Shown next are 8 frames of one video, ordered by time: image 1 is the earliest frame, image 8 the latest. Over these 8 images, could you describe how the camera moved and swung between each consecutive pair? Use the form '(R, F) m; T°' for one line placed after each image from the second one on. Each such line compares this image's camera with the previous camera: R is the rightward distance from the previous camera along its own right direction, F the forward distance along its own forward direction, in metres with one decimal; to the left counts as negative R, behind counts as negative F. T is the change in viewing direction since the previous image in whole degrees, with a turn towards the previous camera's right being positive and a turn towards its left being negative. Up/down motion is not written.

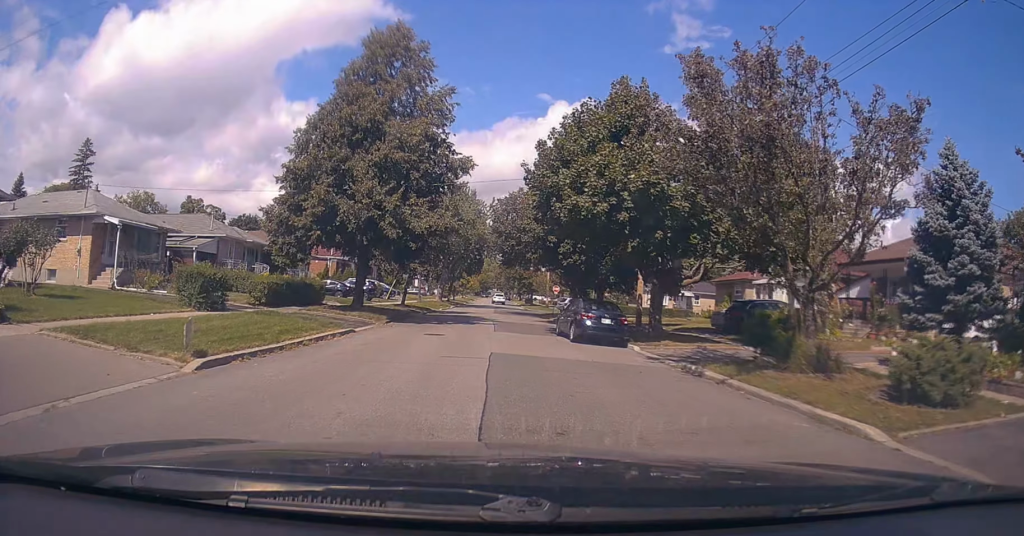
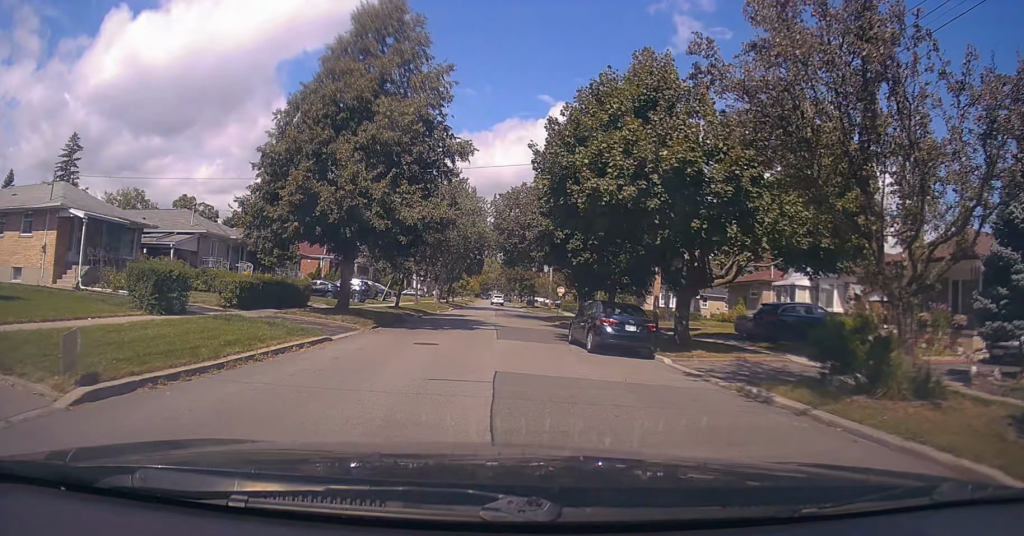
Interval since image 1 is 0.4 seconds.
(+0.1, +3.0) m; +1°
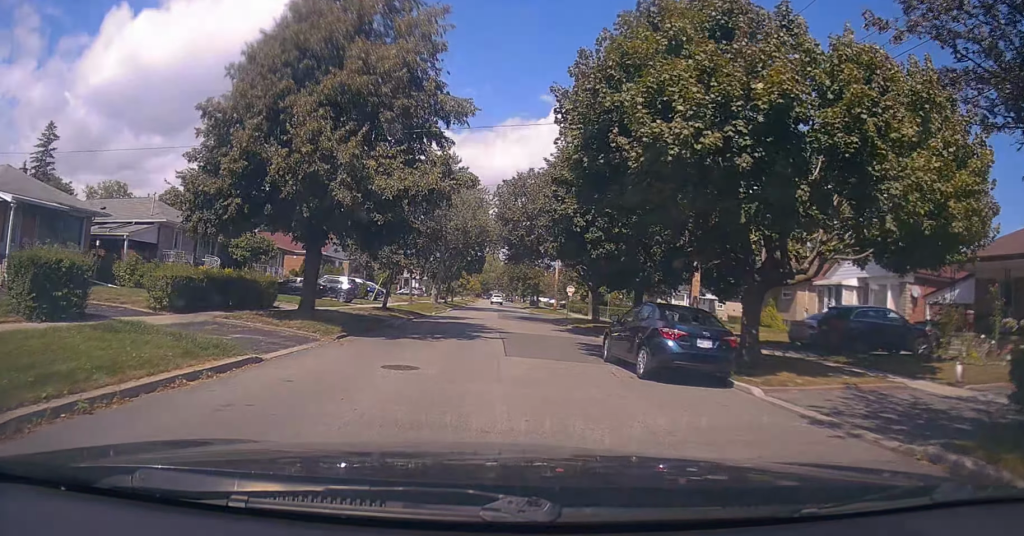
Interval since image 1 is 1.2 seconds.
(0.0, +5.2) m; -2°
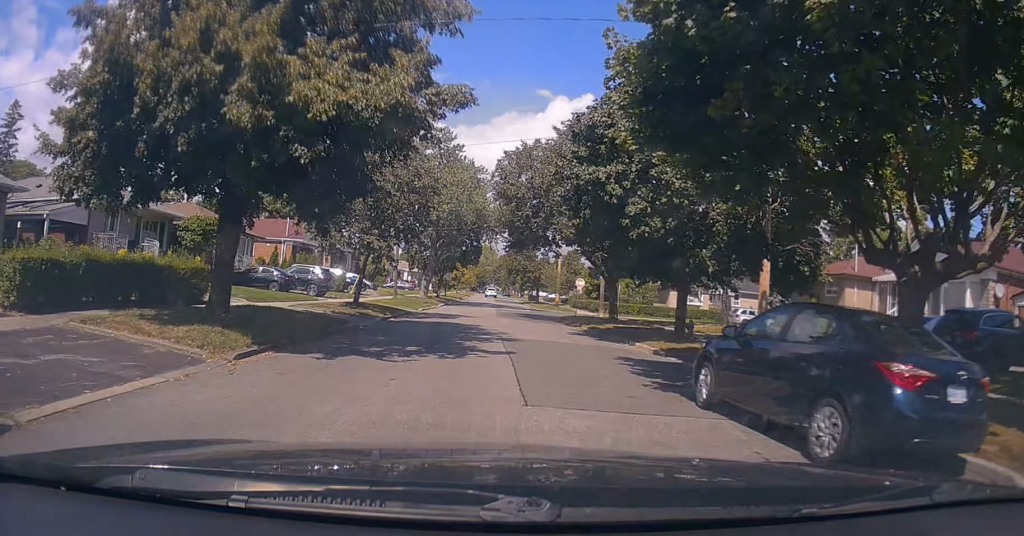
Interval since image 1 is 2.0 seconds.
(-0.2, +6.3) m; -1°
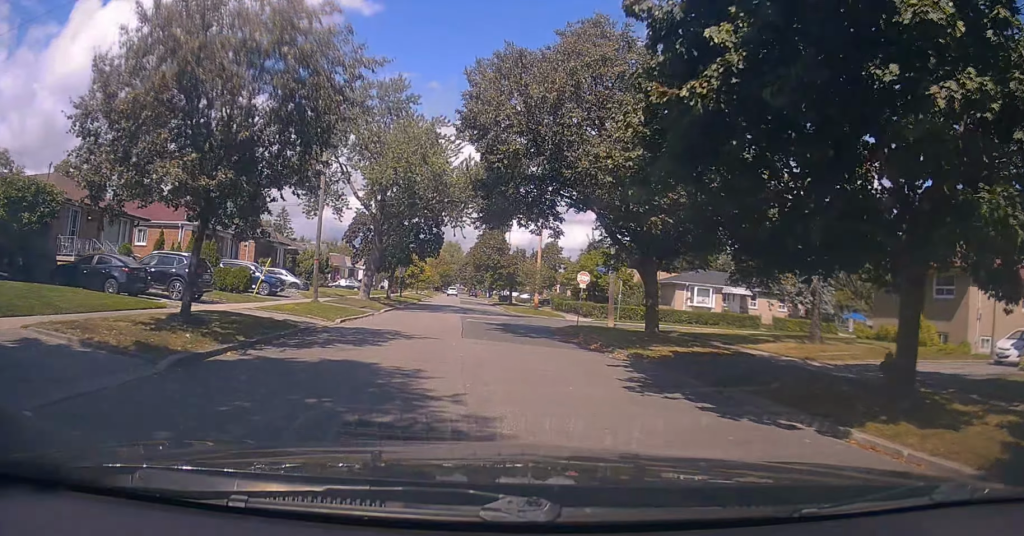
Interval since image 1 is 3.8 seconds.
(+0.8, +12.9) m; +8°
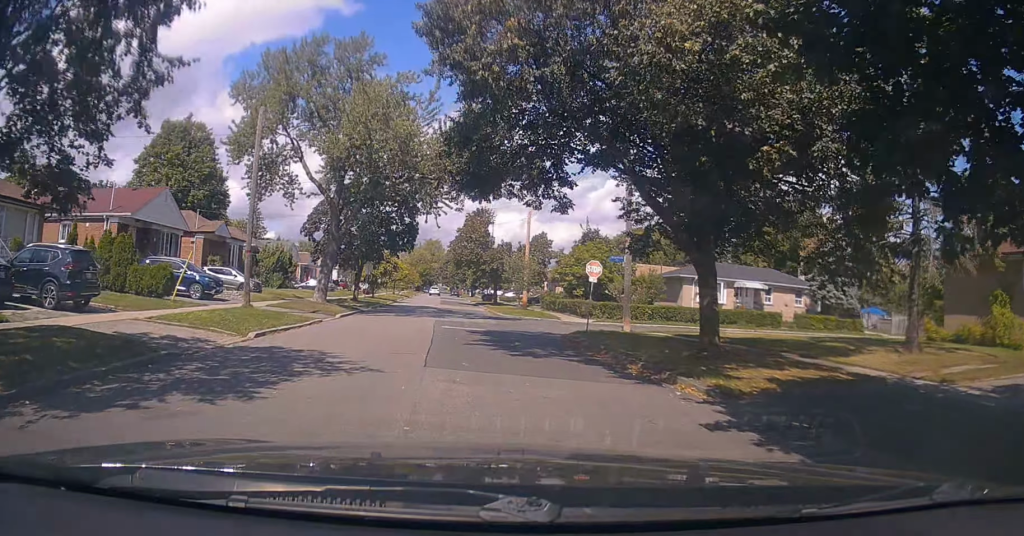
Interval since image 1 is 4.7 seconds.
(-0.1, +6.9) m; 0°
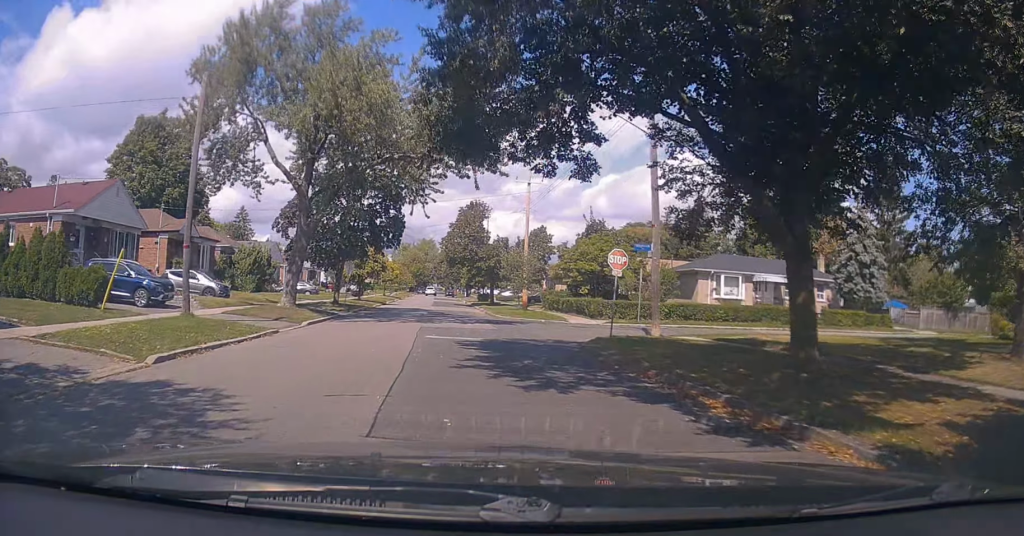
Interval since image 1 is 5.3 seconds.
(+0.1, +4.7) m; +2°
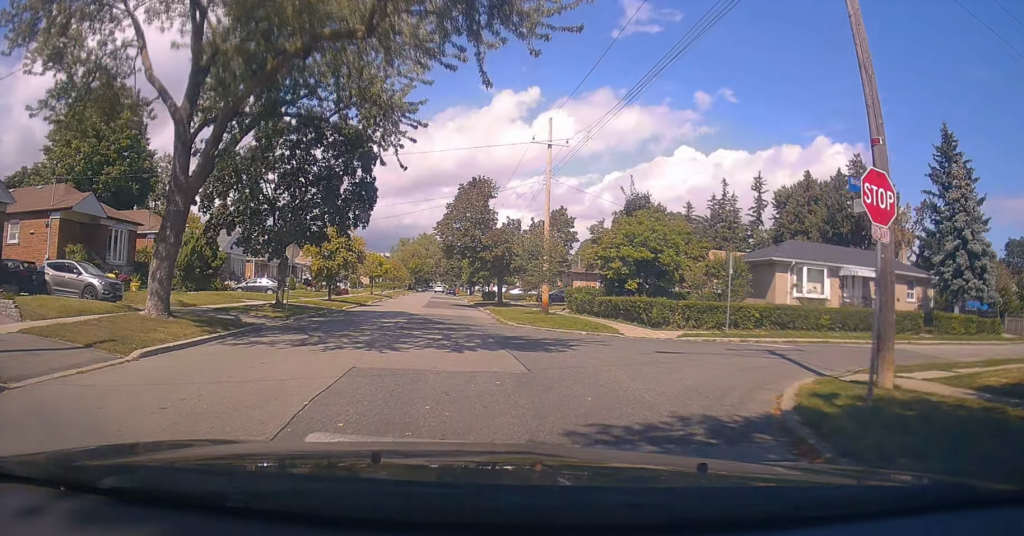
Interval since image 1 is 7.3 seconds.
(-0.1, +12.5) m; -7°
